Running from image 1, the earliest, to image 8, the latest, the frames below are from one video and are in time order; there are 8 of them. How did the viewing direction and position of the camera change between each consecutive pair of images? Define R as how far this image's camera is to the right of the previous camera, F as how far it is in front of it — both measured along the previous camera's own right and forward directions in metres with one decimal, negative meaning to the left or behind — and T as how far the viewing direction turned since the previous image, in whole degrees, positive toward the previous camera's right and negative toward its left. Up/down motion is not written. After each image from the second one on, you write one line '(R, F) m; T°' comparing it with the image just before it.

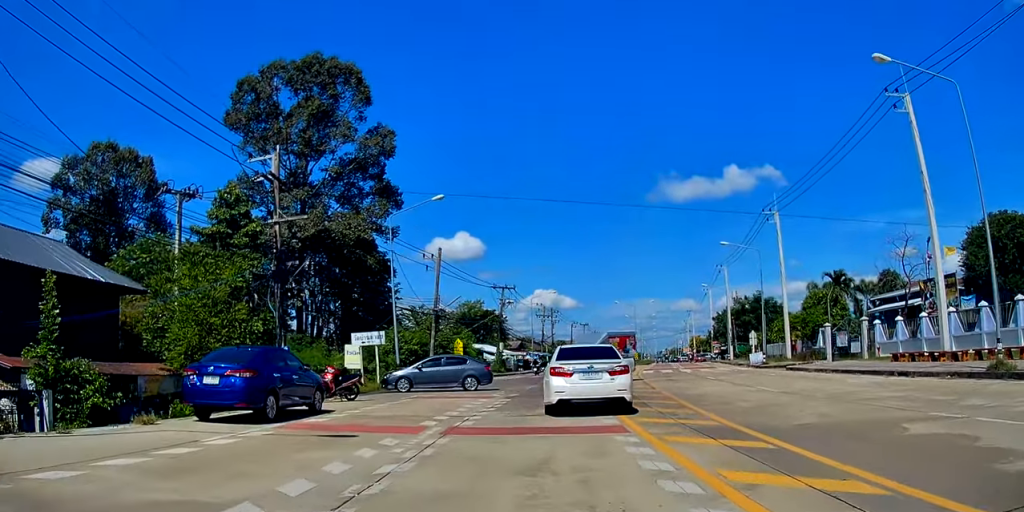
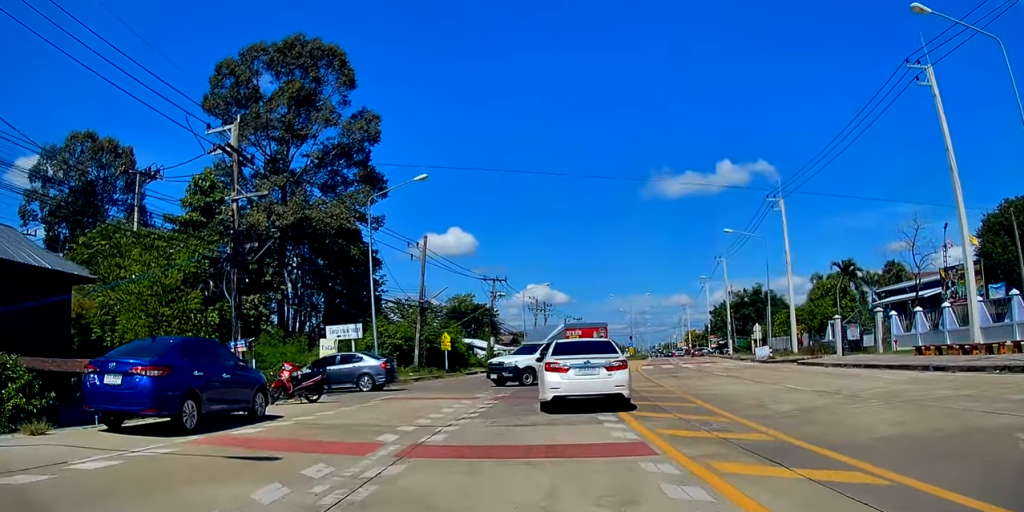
(0.0, +3.2) m; 0°
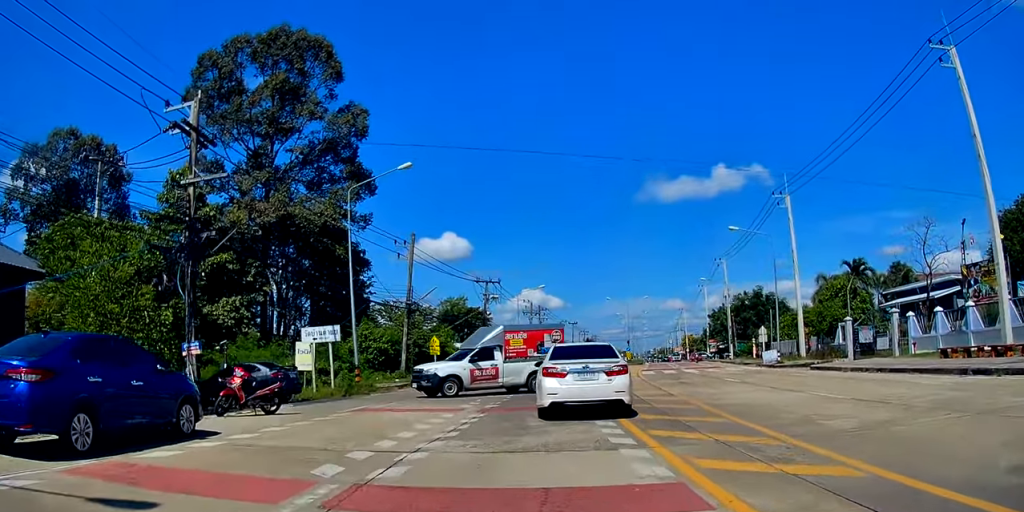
(0.0, +3.0) m; 0°
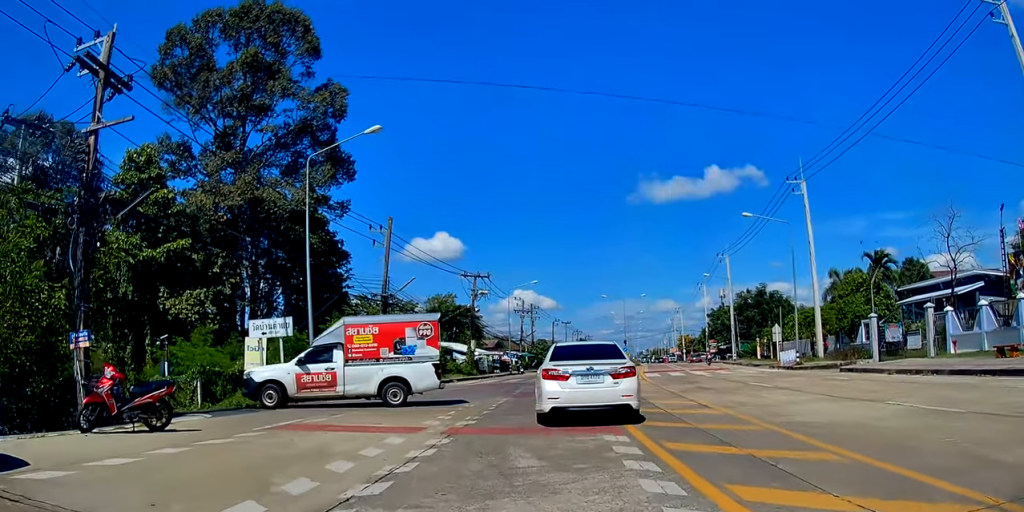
(0.0, +4.4) m; -1°
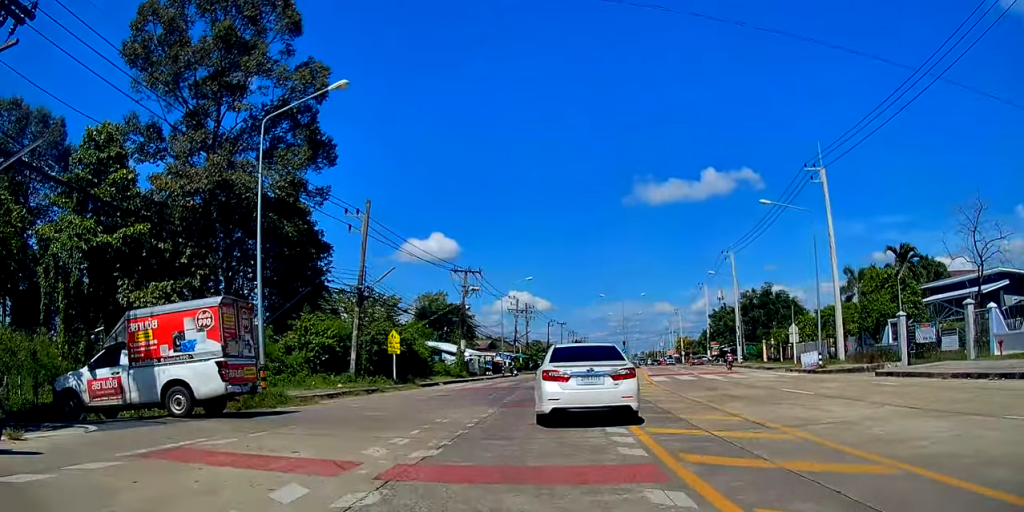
(-0.1, +4.3) m; -3°
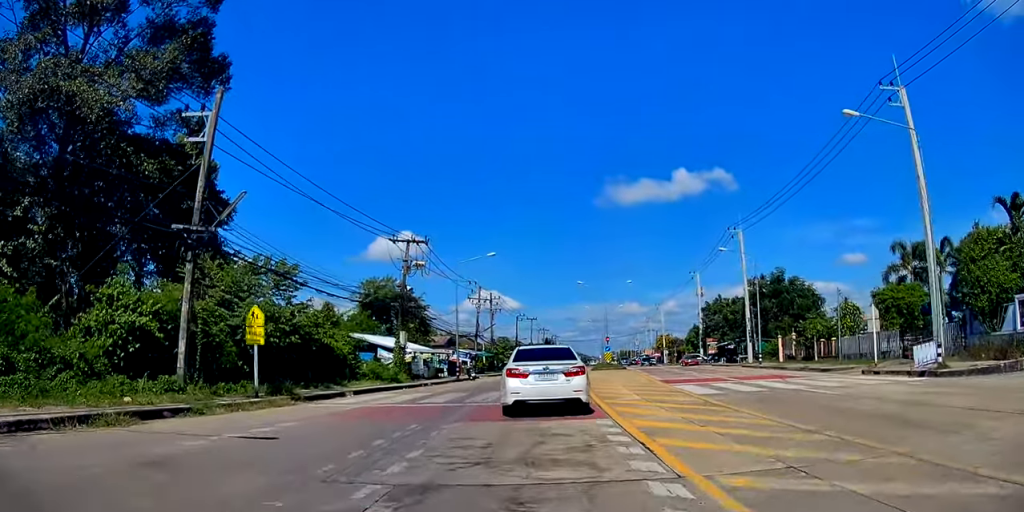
(-0.5, +14.4) m; +2°
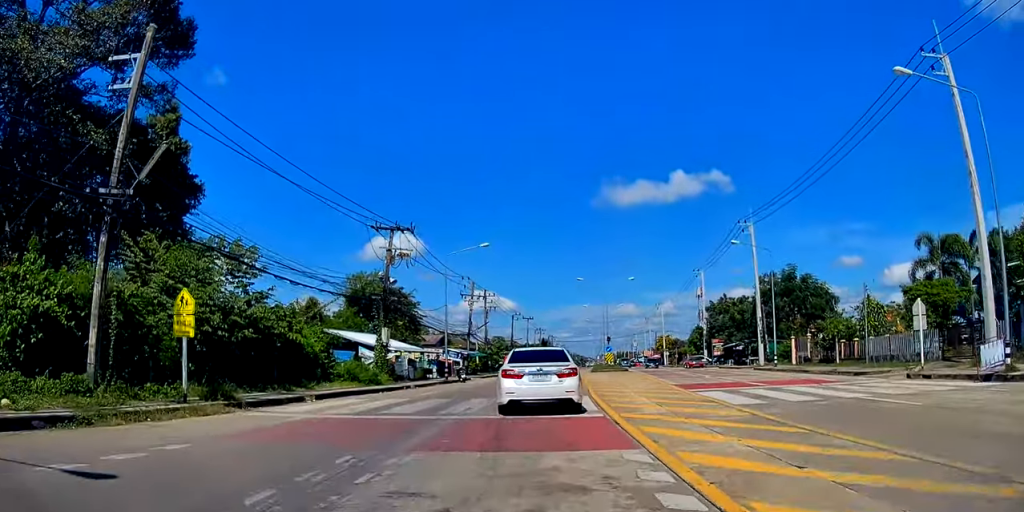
(+0.3, +4.0) m; +3°
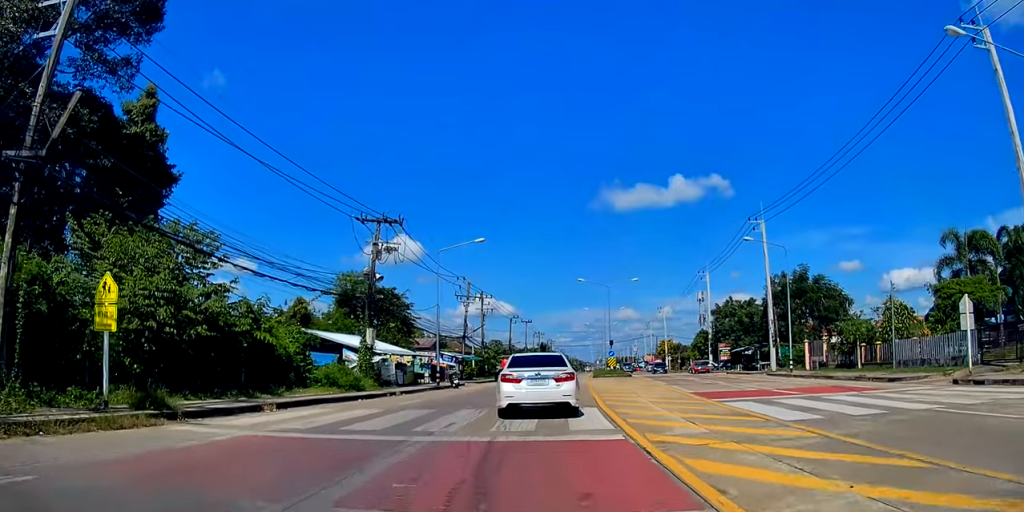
(+0.2, +3.2) m; +2°
